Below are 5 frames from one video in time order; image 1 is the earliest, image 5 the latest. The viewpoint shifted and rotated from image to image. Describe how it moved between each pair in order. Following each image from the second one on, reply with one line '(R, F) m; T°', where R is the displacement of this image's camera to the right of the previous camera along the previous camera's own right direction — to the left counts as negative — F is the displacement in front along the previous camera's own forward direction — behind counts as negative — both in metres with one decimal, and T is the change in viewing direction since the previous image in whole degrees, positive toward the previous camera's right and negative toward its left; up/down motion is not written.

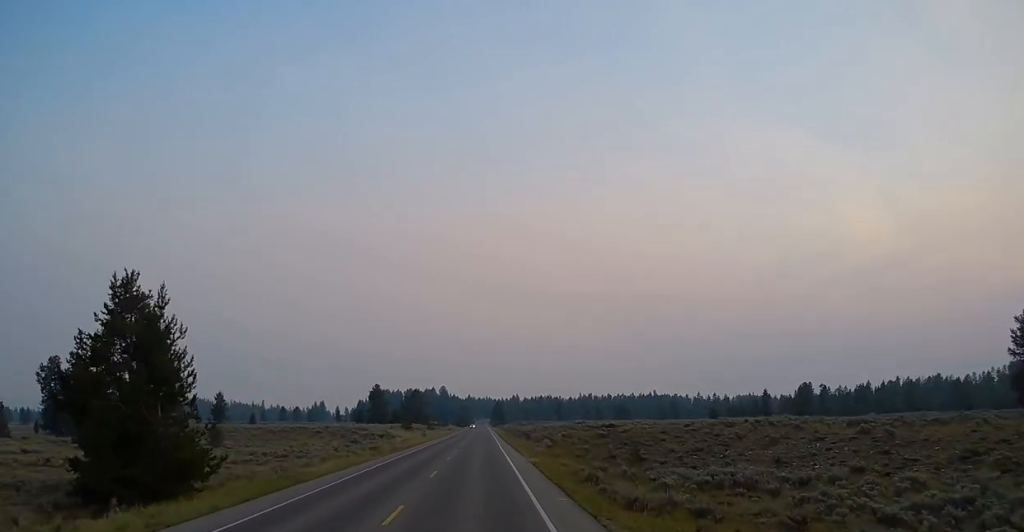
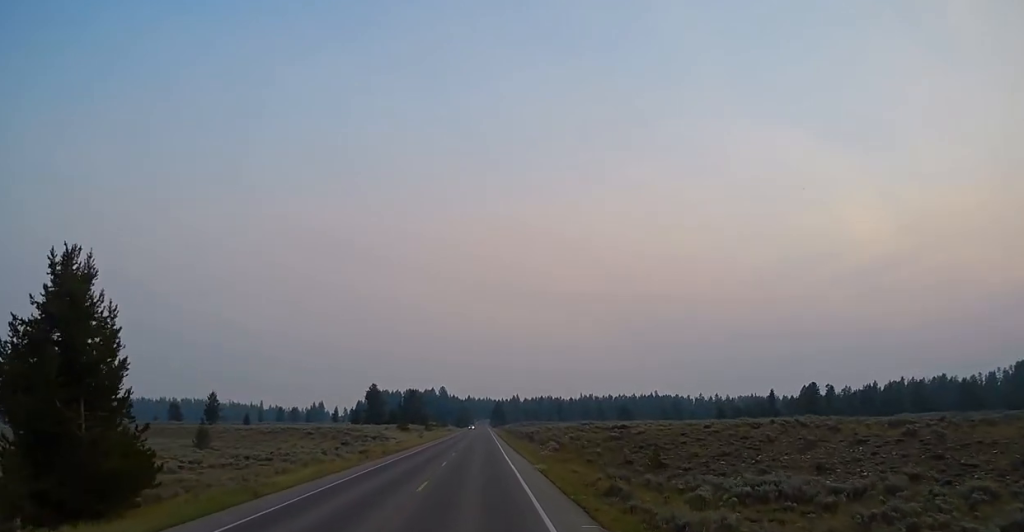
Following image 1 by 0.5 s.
(-0.1, +5.6) m; -1°
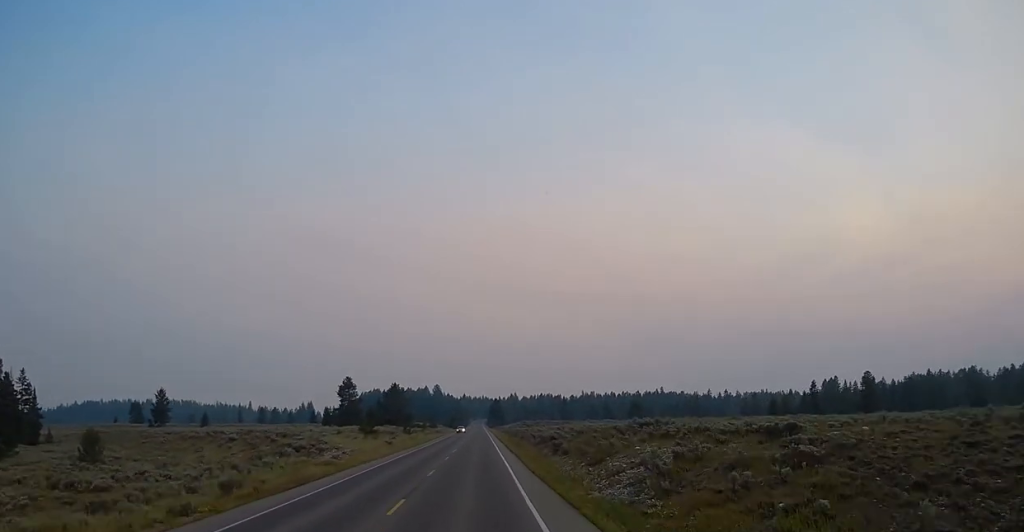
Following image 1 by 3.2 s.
(-0.2, +29.0) m; +1°
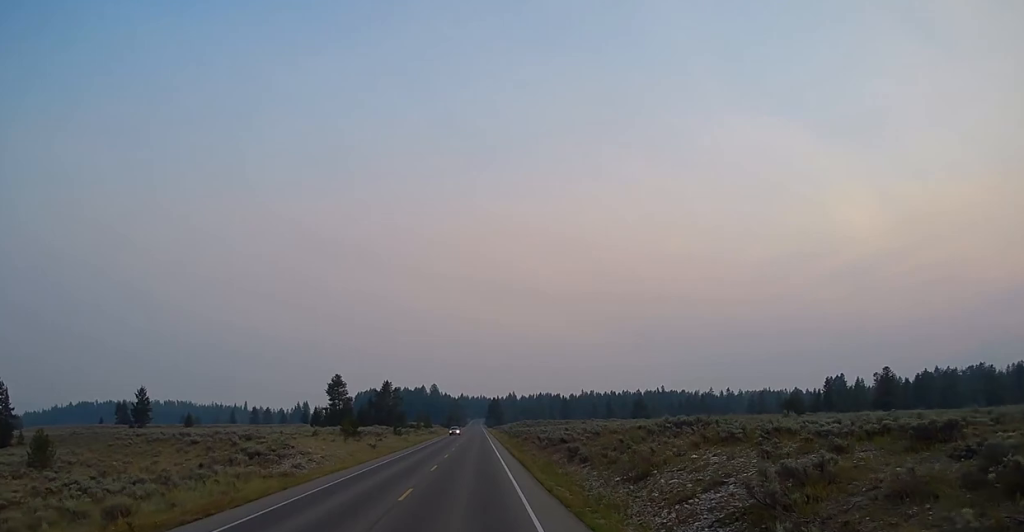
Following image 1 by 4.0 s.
(+0.1, +9.2) m; +1°
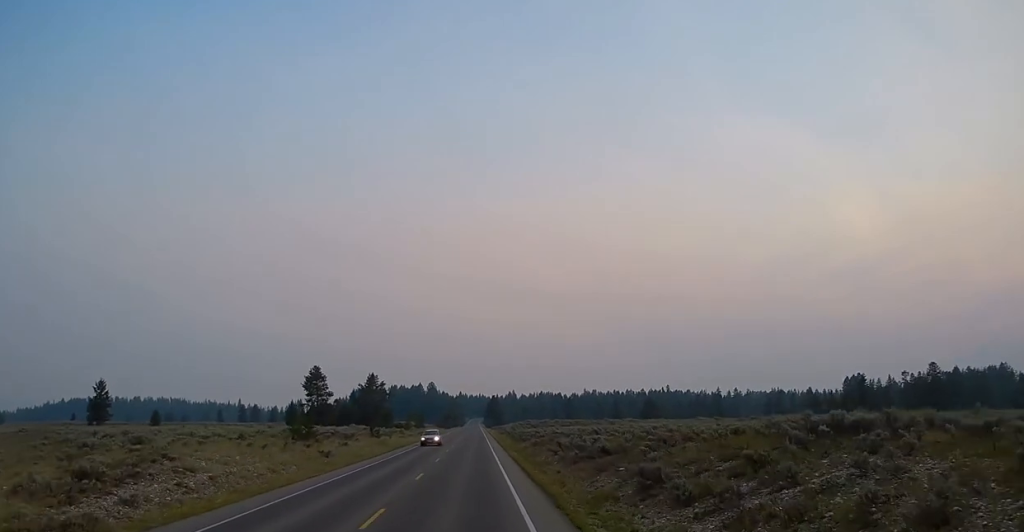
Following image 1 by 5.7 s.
(0.0, +18.1) m; -1°
